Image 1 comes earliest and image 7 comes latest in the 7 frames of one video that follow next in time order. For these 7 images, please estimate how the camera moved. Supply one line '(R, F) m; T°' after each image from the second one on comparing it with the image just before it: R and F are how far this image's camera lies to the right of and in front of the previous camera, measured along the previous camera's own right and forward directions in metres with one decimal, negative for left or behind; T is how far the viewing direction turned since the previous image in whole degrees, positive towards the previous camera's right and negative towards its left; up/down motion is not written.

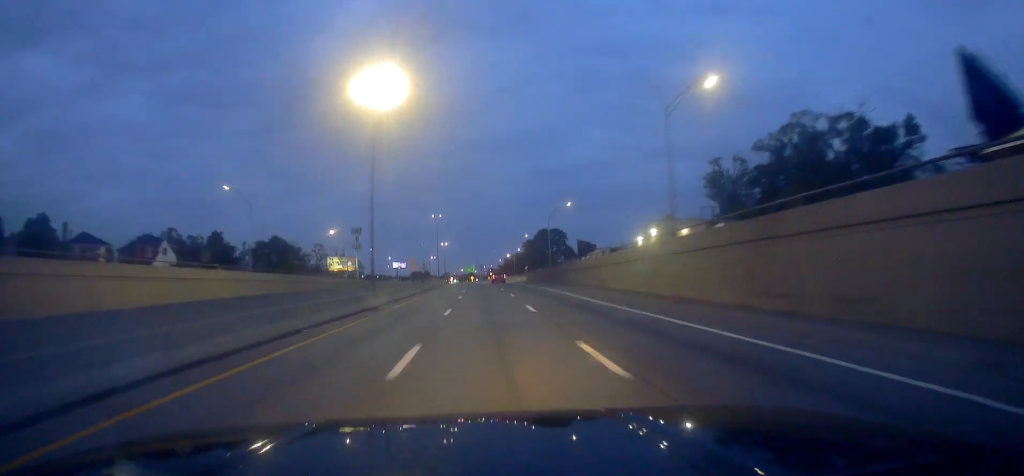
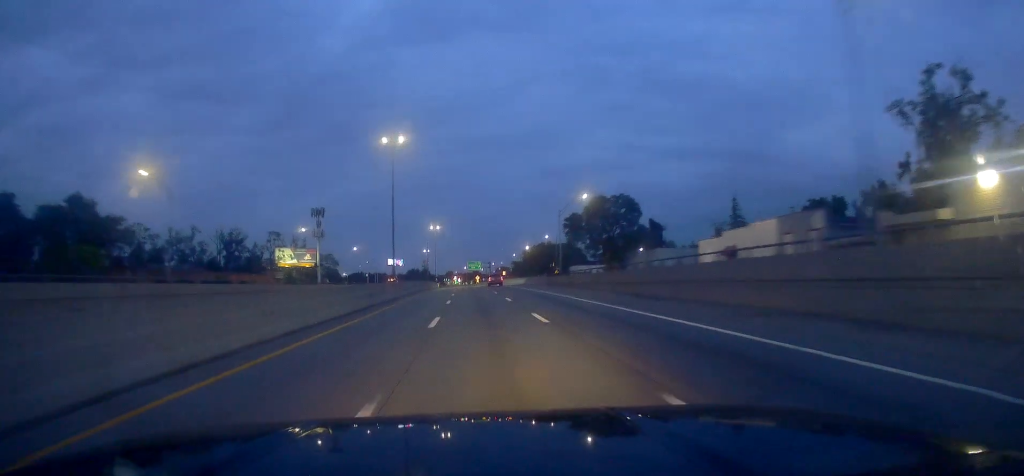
(+0.1, +72.5) m; 0°
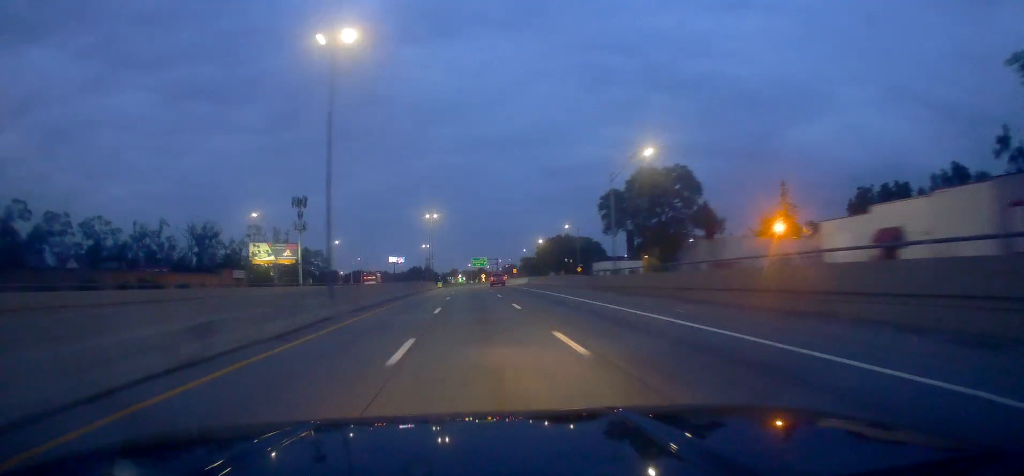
(-0.1, +26.9) m; 0°
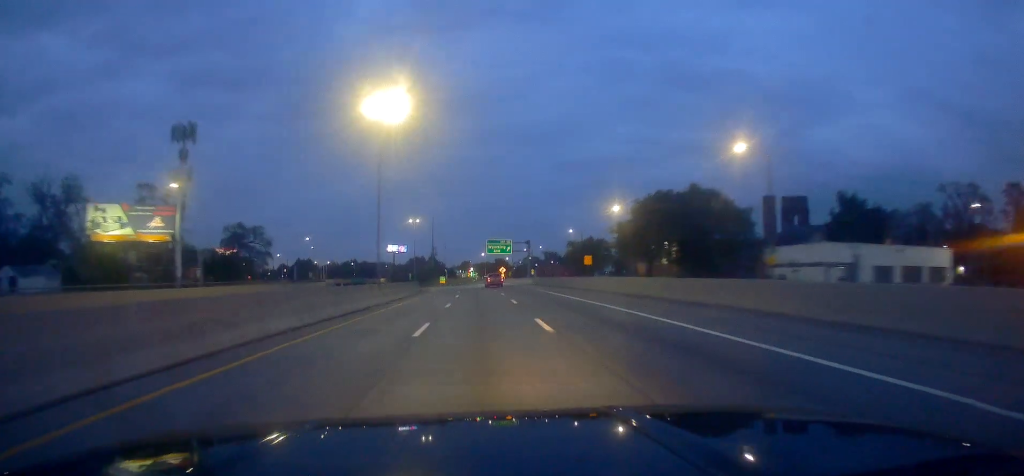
(-0.8, +85.9) m; -2°
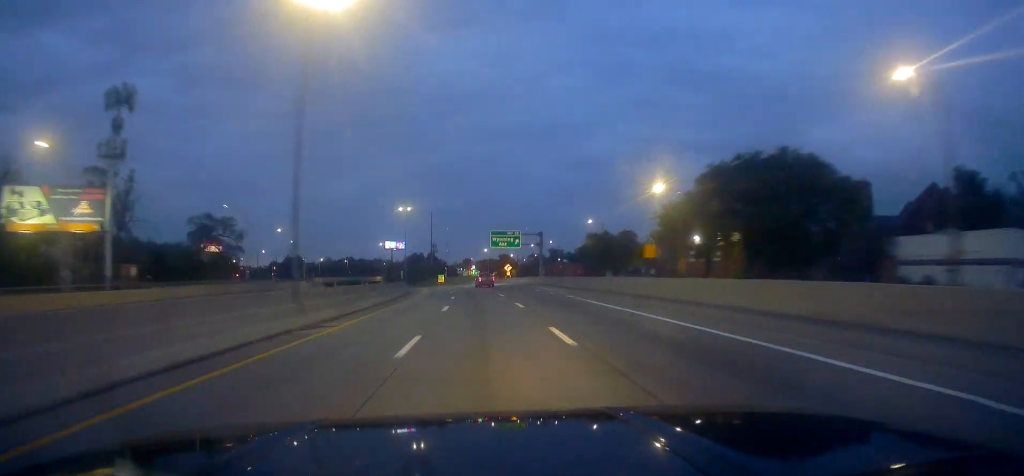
(-0.3, +20.6) m; 0°
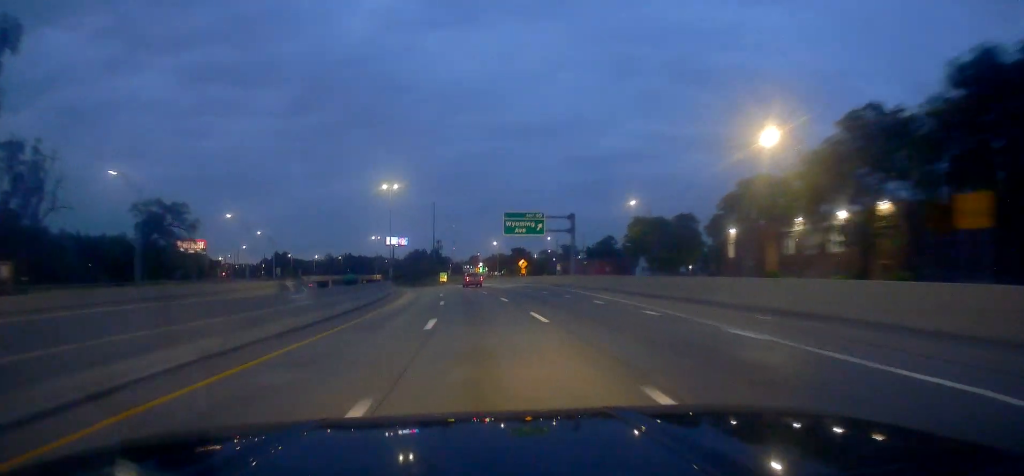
(0.0, +26.0) m; -1°
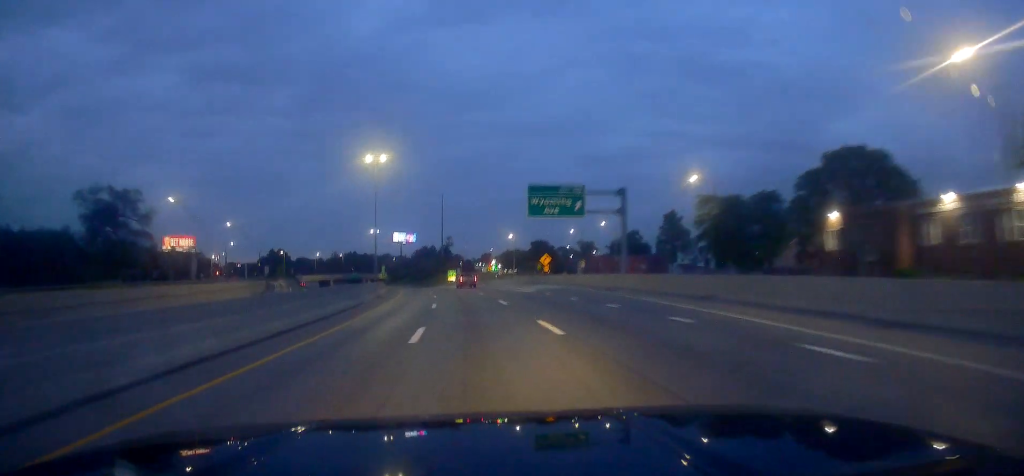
(+0.2, +19.8) m; -1°
